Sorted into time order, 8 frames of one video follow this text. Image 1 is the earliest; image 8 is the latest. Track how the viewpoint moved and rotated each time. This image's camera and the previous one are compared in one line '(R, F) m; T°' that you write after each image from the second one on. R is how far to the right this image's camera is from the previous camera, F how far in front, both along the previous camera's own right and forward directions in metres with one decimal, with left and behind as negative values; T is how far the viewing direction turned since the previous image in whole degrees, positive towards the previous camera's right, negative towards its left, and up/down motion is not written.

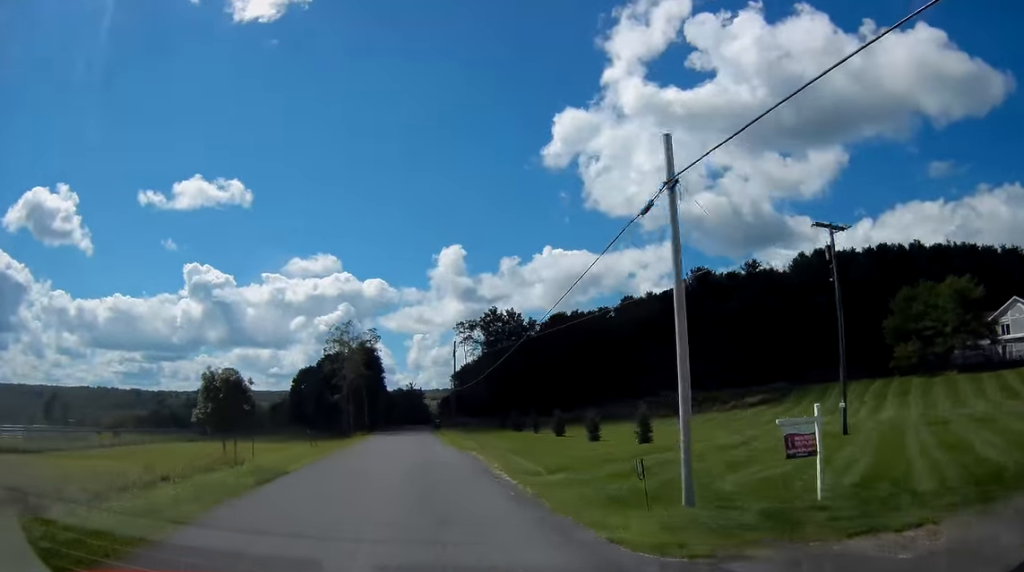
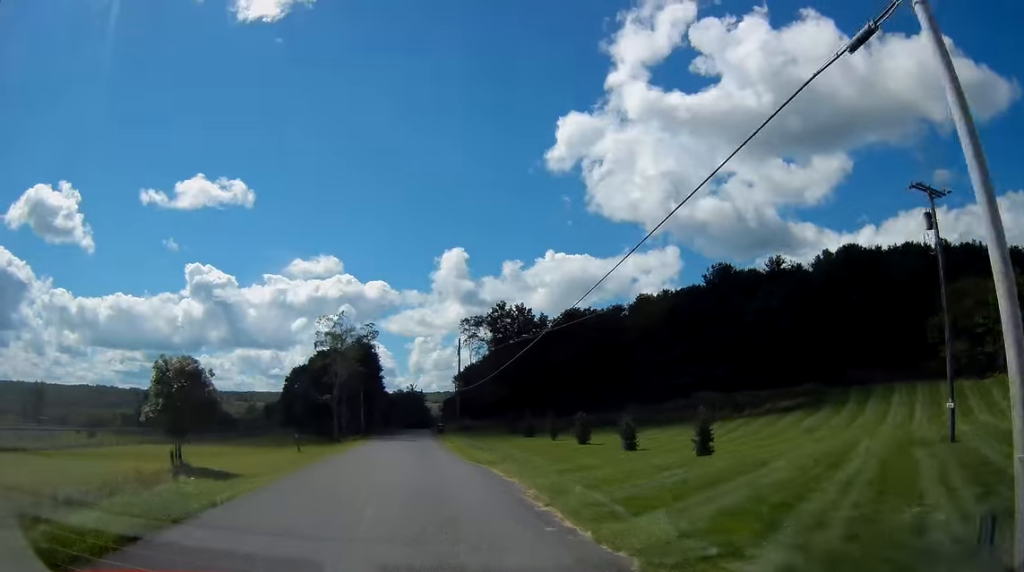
(+0.1, +7.5) m; 0°
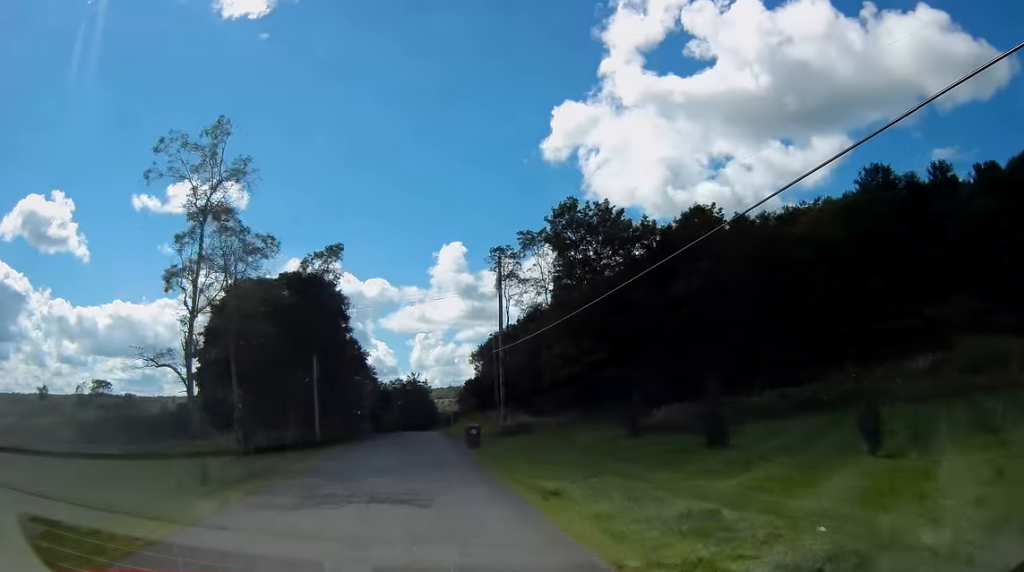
(-1.0, +39.9) m; -1°
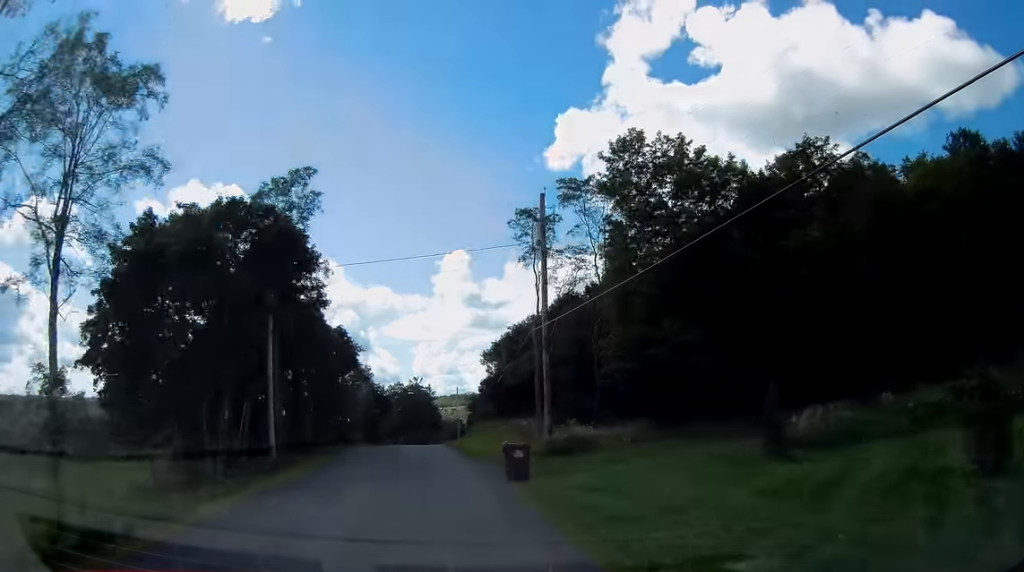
(+0.3, +13.9) m; -1°
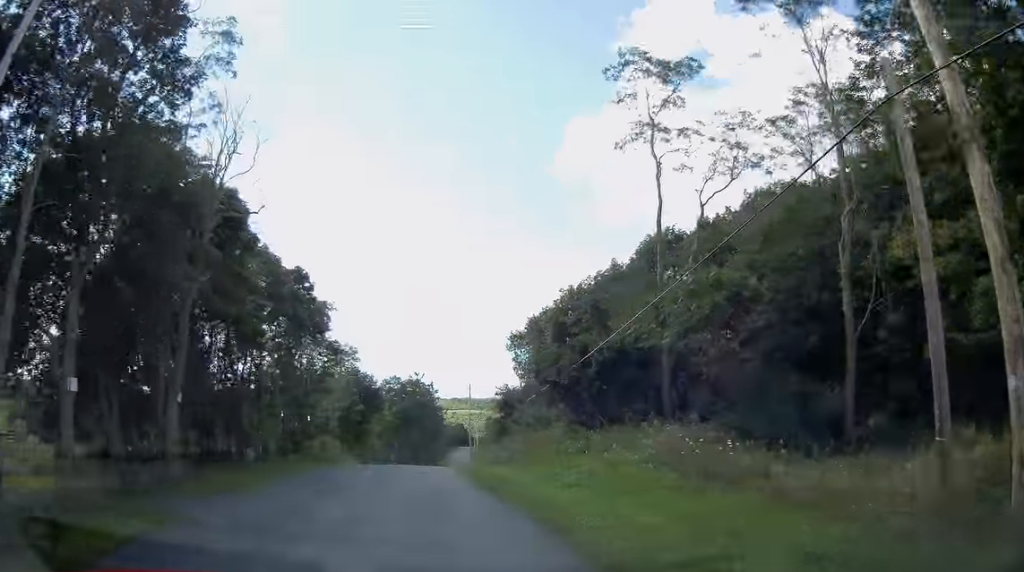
(-0.7, +23.2) m; -1°
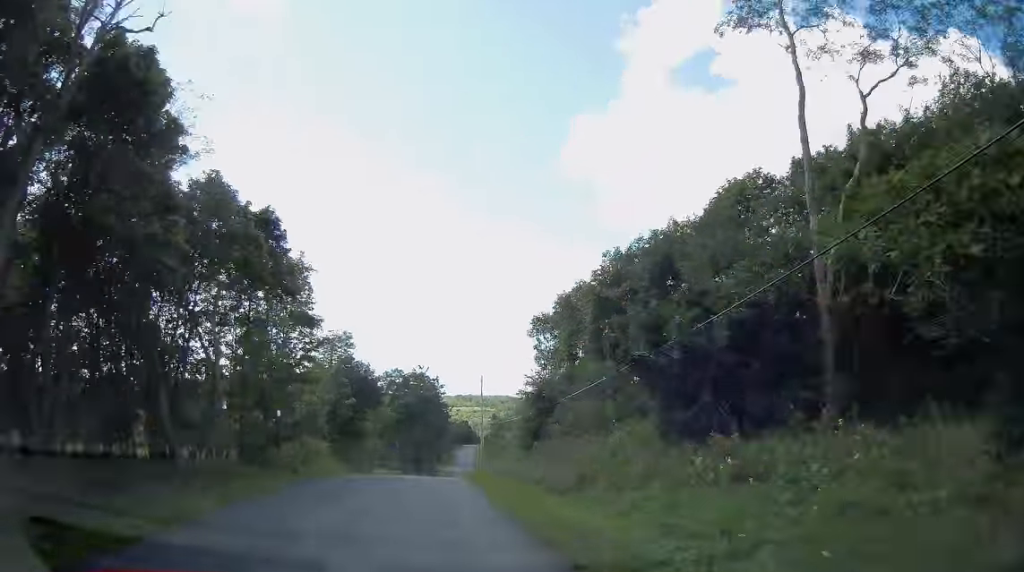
(+0.2, +9.9) m; 0°
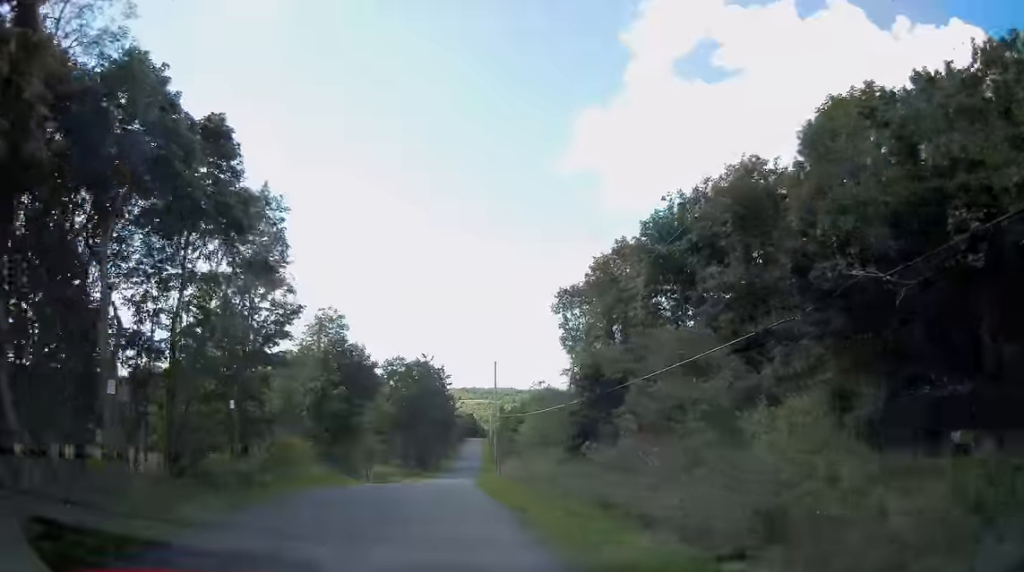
(+0.2, +8.7) m; 0°
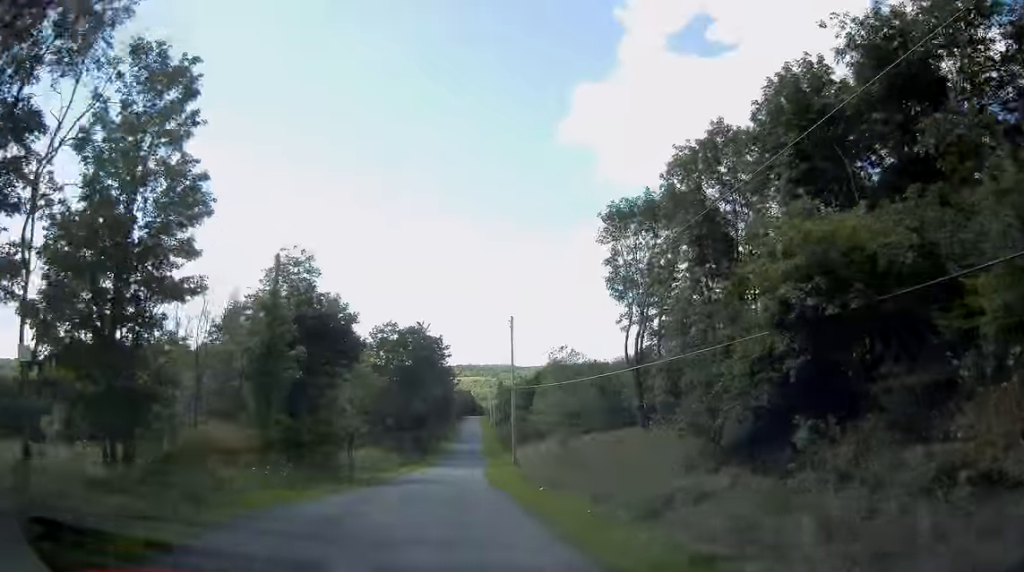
(-0.3, +13.1) m; 0°
